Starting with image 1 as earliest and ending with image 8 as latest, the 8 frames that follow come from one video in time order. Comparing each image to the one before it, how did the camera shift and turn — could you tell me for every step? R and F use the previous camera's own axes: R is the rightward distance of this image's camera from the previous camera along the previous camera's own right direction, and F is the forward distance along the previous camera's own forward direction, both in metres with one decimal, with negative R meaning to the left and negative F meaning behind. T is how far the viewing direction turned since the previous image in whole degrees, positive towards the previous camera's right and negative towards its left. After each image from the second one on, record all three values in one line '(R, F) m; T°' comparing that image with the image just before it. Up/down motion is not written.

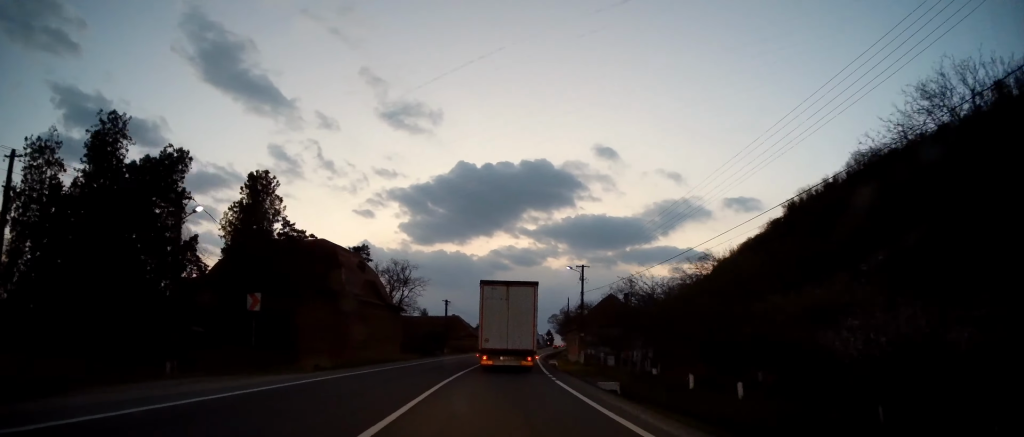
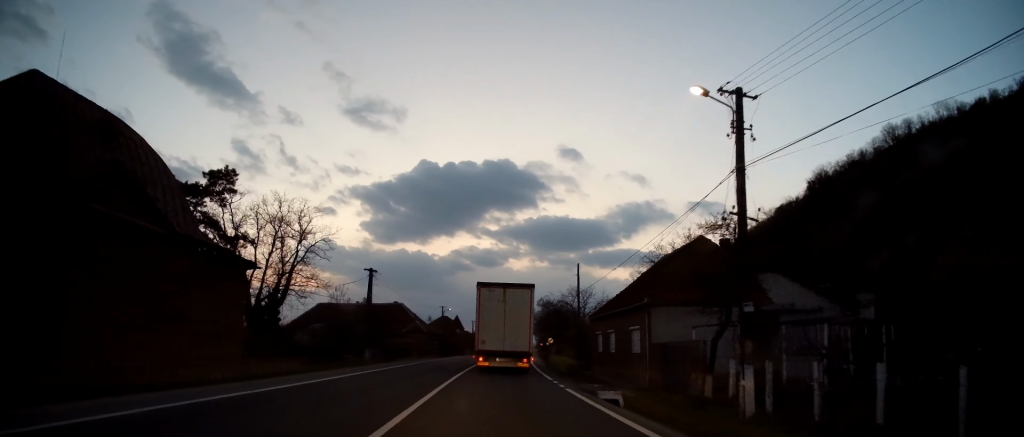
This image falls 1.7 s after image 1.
(+1.2, +32.2) m; +3°
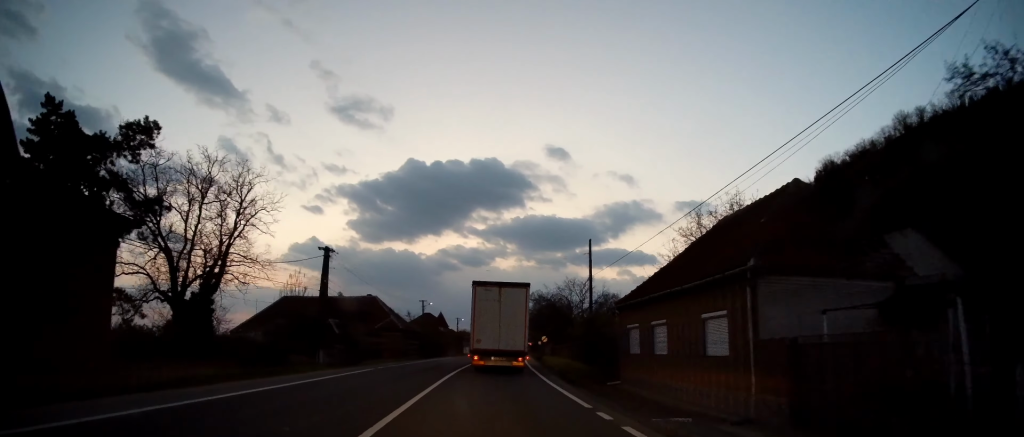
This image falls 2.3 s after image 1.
(0.0, +9.9) m; +1°
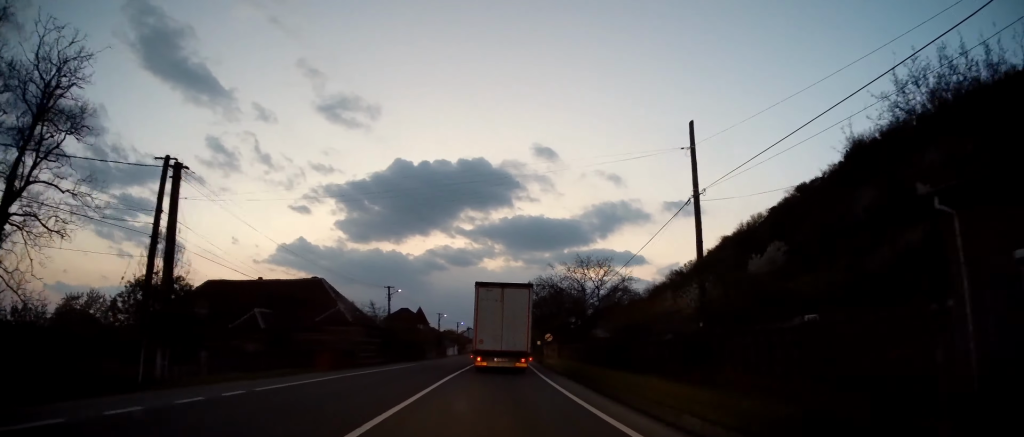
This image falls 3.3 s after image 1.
(+0.5, +18.5) m; +2°
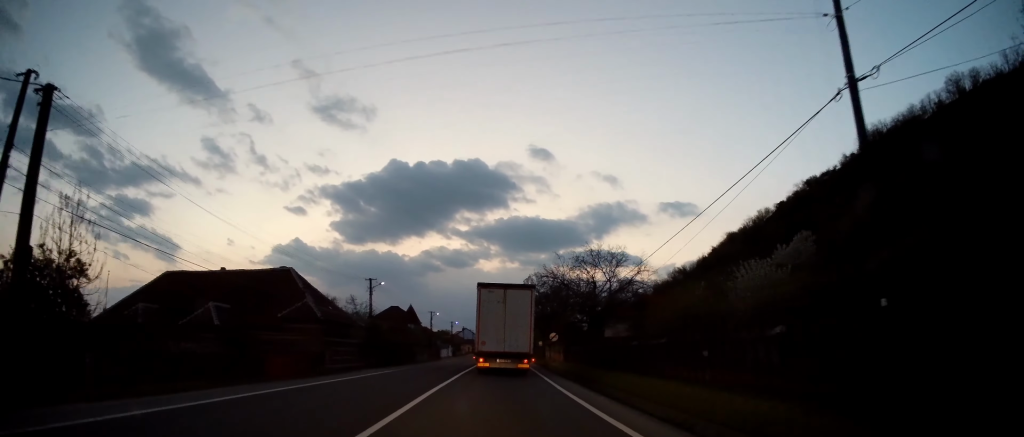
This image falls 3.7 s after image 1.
(0.0, +7.5) m; +1°
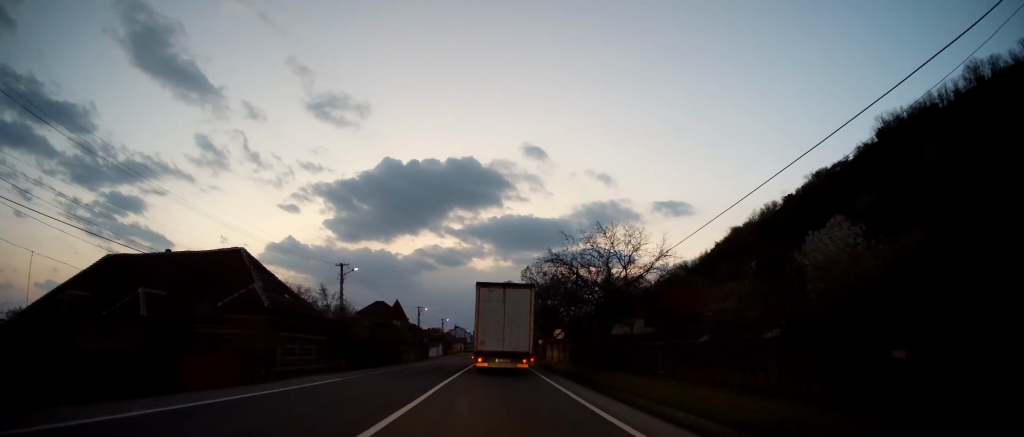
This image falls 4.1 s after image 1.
(-0.1, +8.1) m; +1°
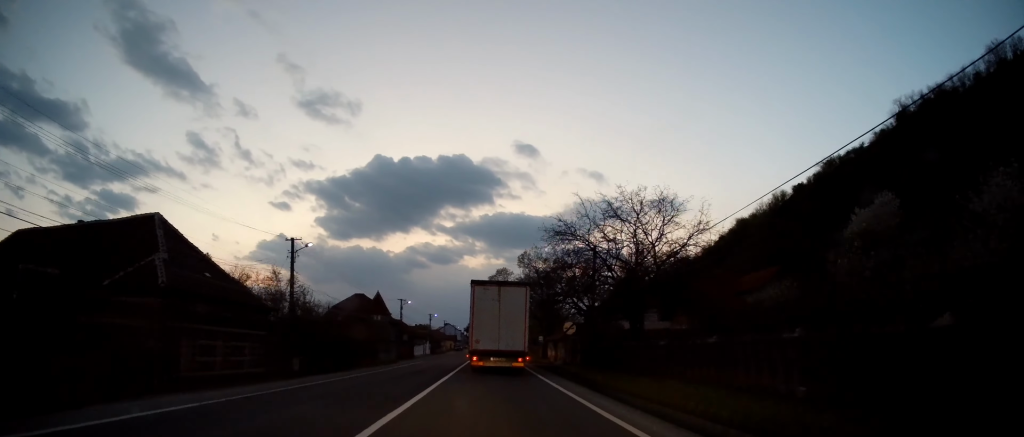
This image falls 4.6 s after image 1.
(+0.2, +9.4) m; +2°
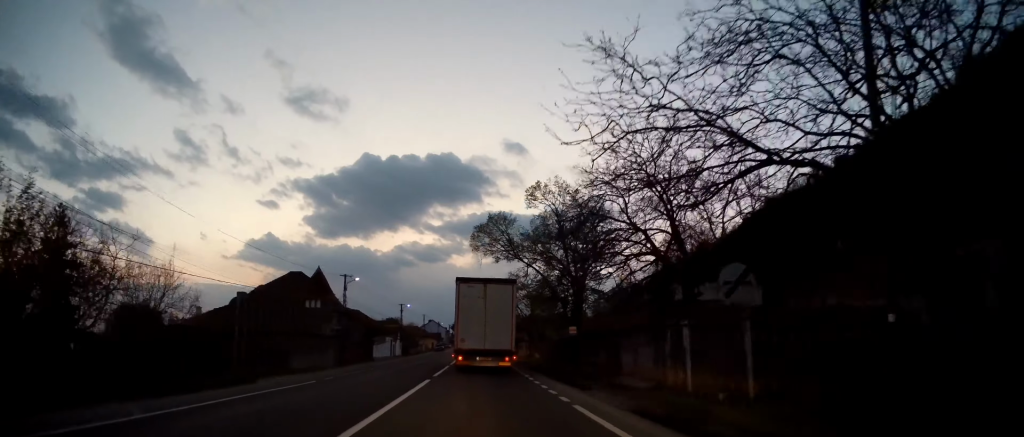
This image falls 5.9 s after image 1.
(+0.9, +24.5) m; +2°
